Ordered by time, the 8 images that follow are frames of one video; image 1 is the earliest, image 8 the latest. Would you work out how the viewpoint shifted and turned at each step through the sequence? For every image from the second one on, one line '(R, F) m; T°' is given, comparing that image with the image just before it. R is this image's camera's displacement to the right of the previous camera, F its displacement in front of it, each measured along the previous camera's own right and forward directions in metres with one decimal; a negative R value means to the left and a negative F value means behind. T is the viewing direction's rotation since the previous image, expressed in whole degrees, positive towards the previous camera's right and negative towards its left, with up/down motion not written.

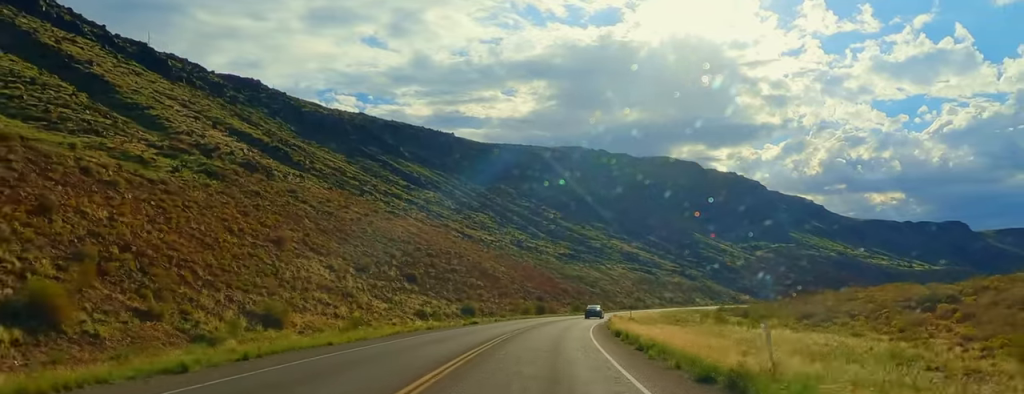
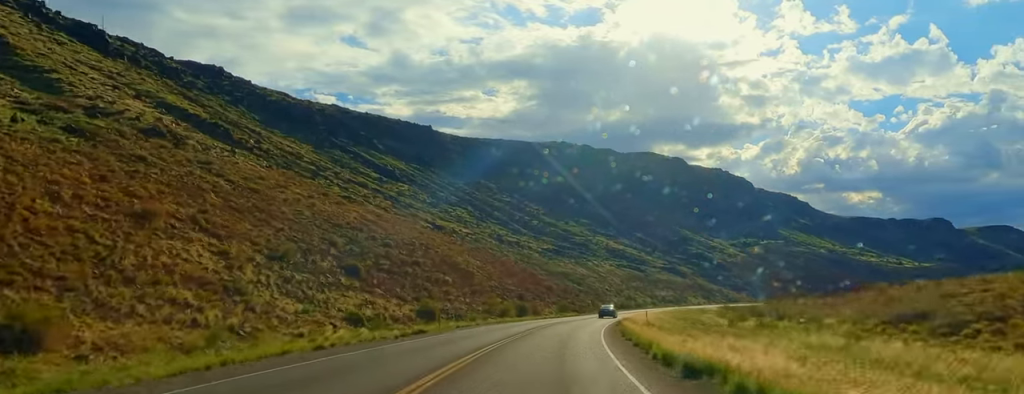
(-0.1, +18.9) m; +2°
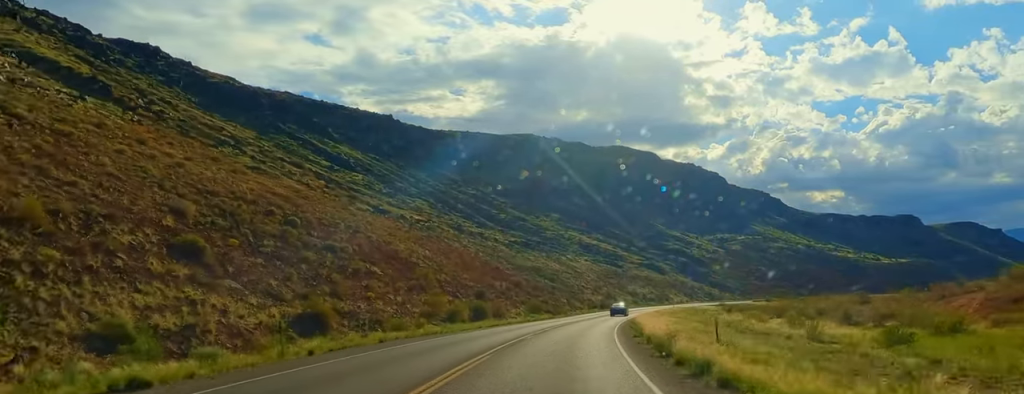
(+0.7, +24.8) m; +2°
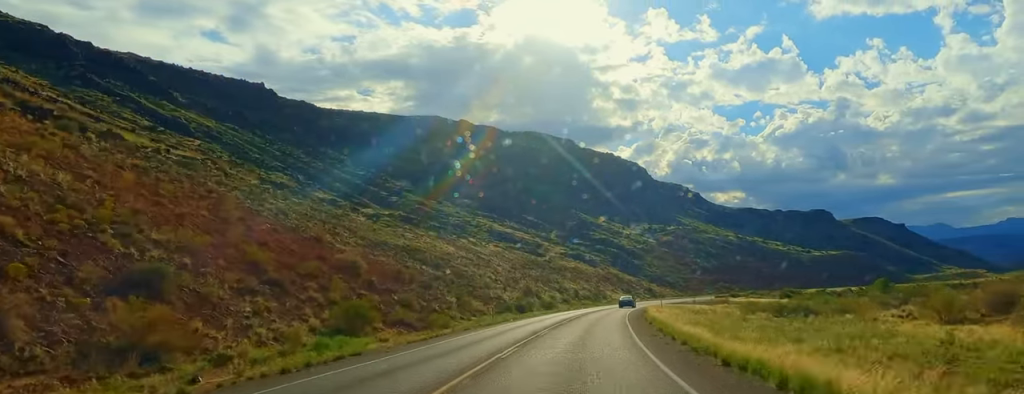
(+2.3, +60.0) m; +7°
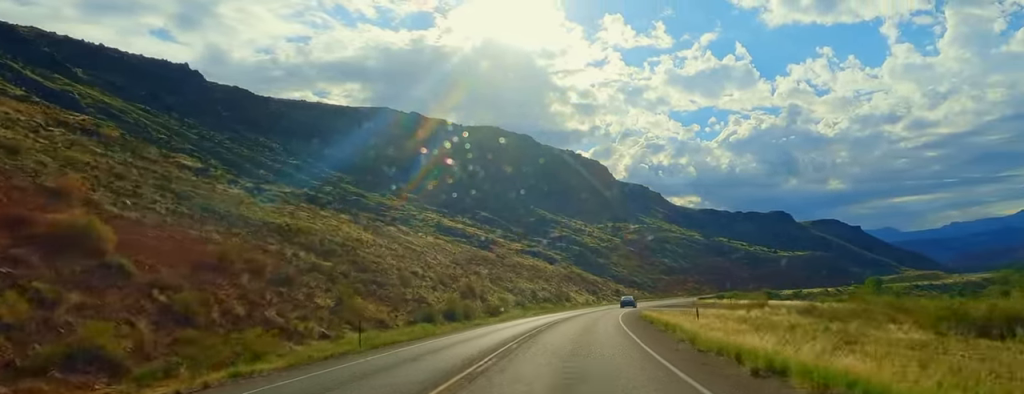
(+1.4, +28.9) m; +4°
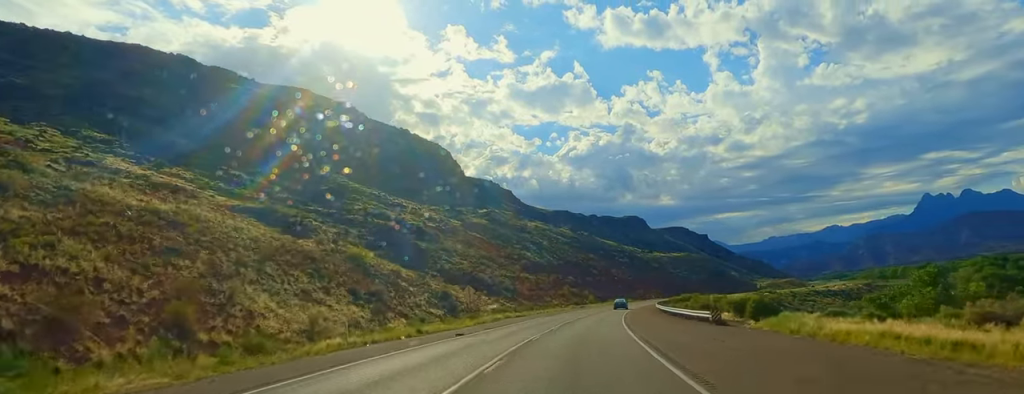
(+11.8, +110.1) m; +10°
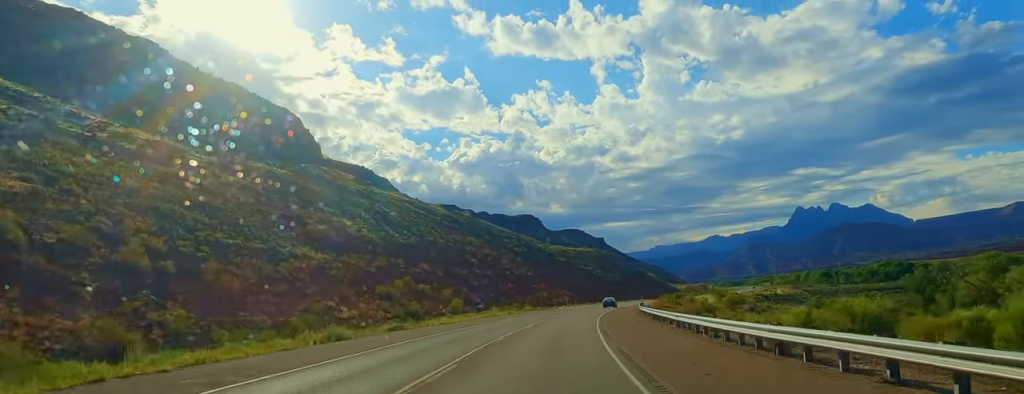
(+6.8, +98.5) m; +8°
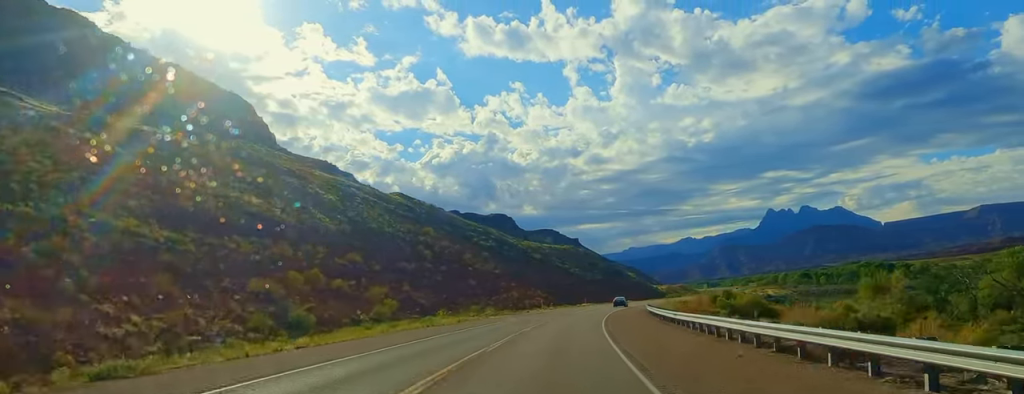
(+0.4, +27.8) m; +2°
